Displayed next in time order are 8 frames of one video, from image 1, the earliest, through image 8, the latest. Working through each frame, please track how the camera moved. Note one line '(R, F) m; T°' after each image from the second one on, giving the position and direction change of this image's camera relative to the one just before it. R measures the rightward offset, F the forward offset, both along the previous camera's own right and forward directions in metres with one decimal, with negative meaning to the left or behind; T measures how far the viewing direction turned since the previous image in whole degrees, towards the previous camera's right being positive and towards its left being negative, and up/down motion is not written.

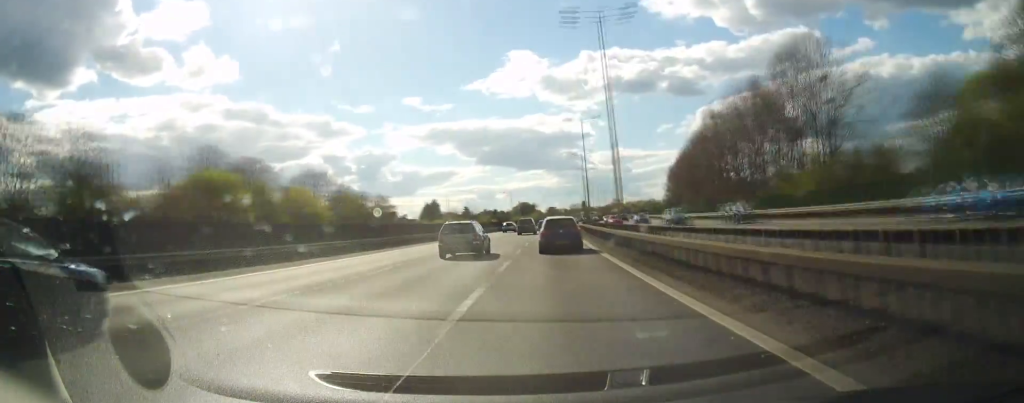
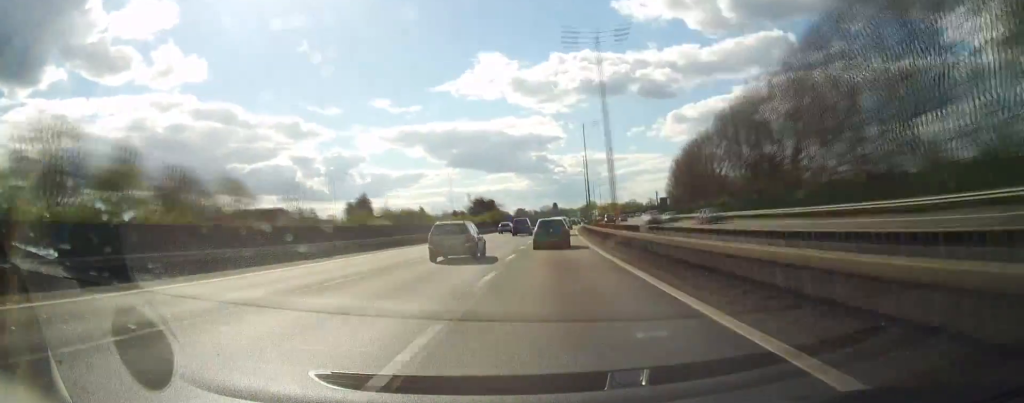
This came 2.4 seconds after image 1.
(+1.4, +70.2) m; +3°
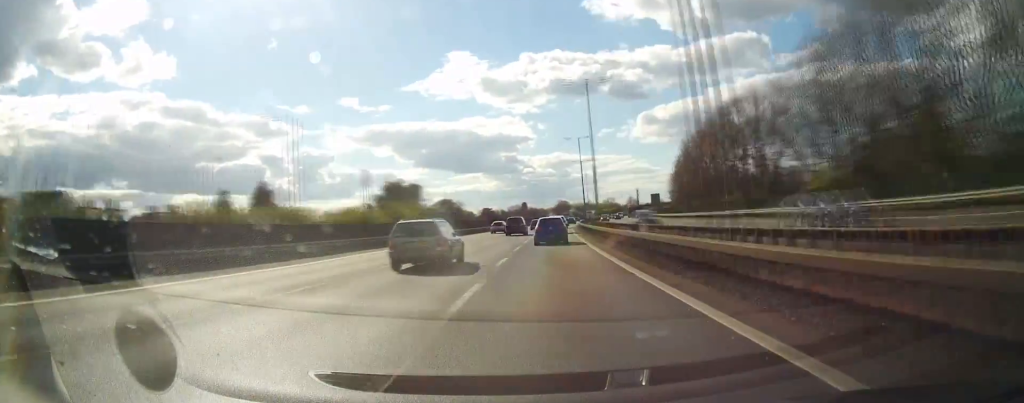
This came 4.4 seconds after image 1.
(+2.1, +58.7) m; +3°
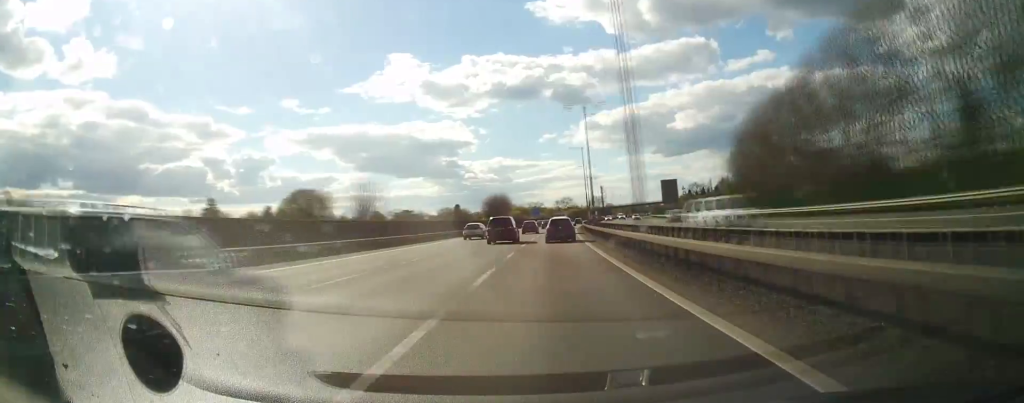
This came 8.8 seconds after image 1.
(+5.7, +129.8) m; +6°
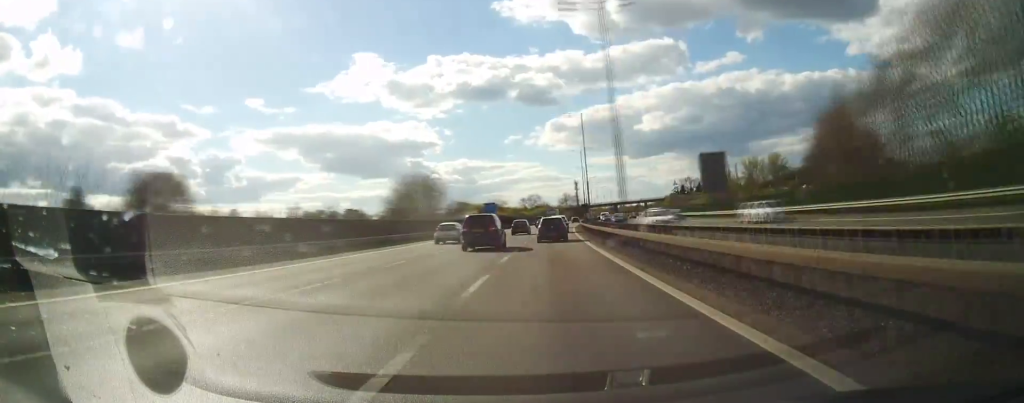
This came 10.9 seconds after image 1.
(+1.8, +63.0) m; +3°
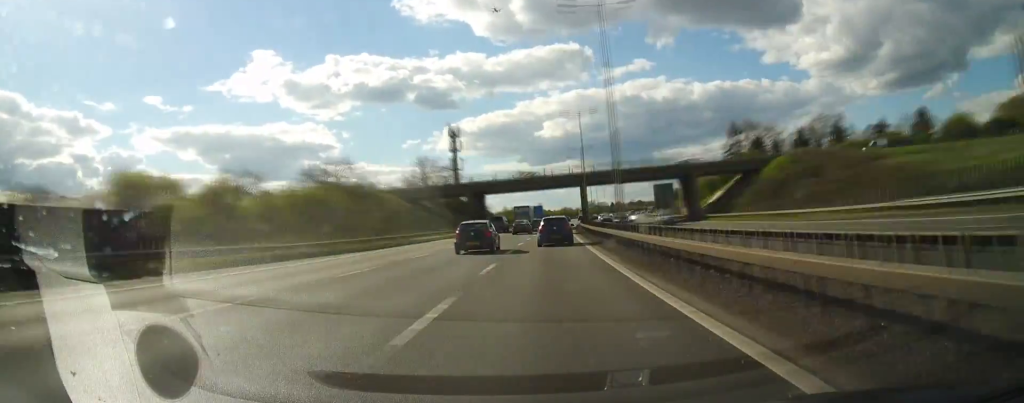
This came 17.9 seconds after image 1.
(+18.0, +209.7) m; +7°
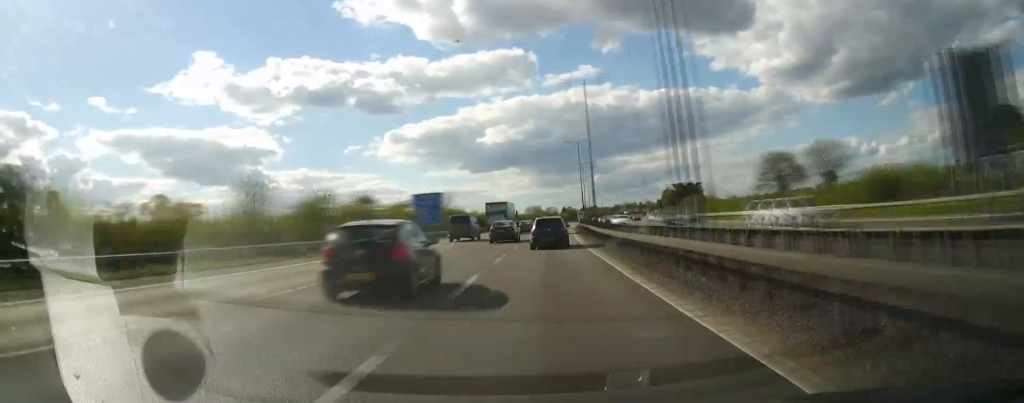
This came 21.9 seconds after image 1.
(+0.3, +123.7) m; +4°
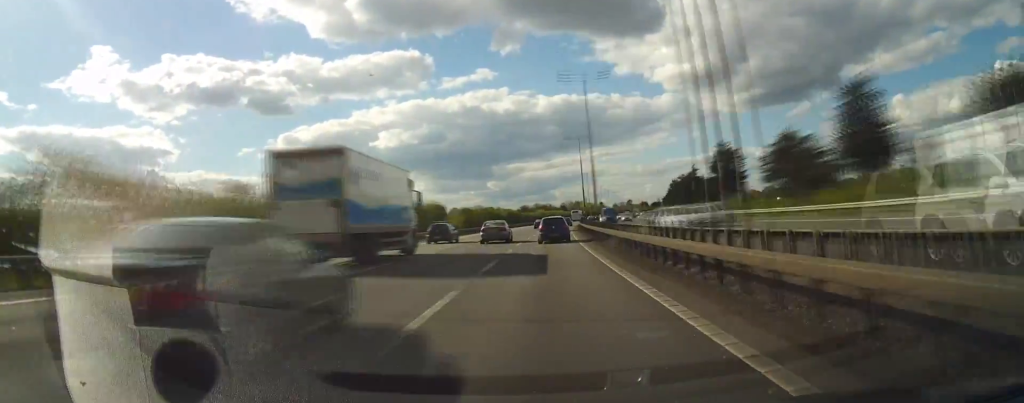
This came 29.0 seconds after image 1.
(+30.7, +217.4) m; +14°
